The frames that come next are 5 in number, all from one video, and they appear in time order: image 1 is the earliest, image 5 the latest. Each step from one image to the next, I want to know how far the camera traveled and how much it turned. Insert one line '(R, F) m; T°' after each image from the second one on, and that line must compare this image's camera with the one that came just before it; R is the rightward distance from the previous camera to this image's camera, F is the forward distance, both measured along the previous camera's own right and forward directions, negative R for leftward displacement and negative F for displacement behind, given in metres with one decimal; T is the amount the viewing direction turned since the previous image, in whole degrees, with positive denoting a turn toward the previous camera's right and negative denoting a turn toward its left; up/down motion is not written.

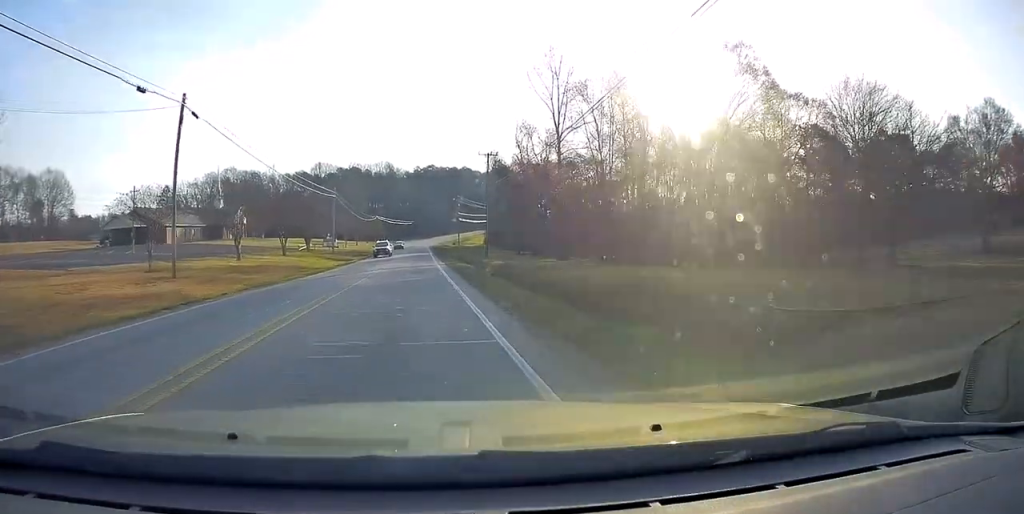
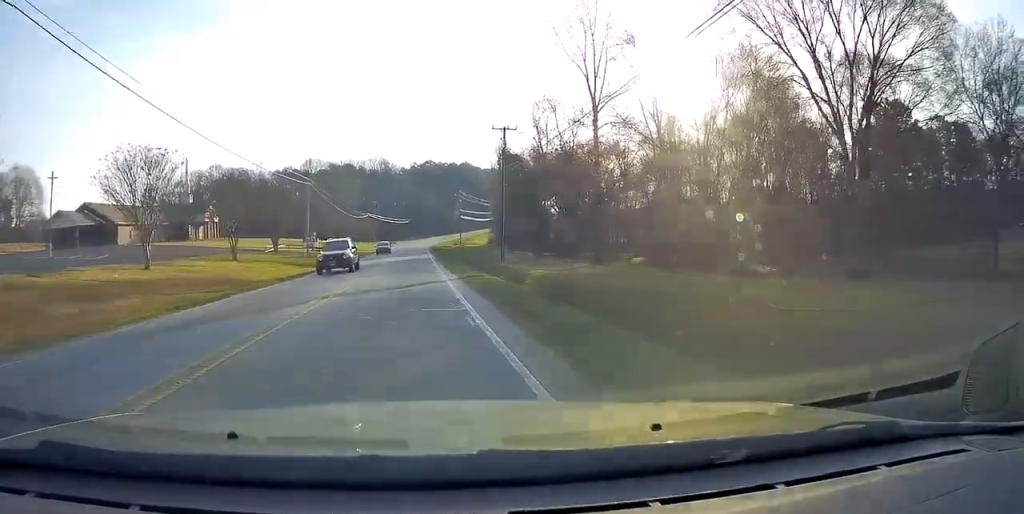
(+0.5, +16.7) m; 0°
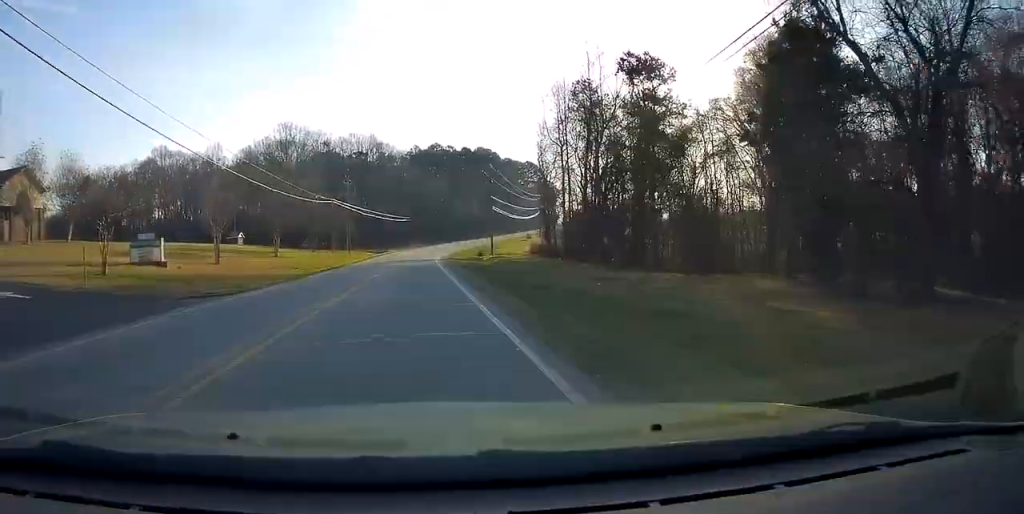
(-0.9, +59.5) m; -1°
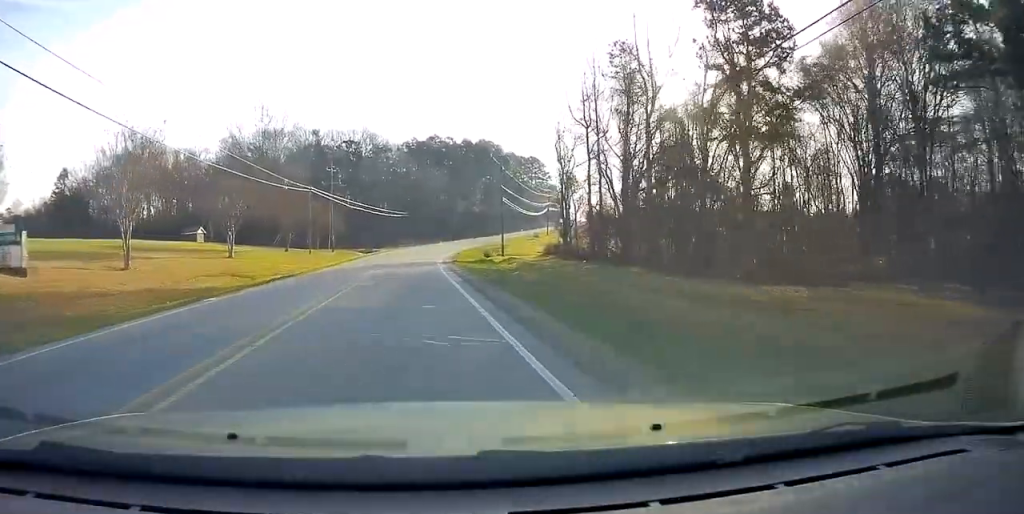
(0.0, +14.4) m; 0°
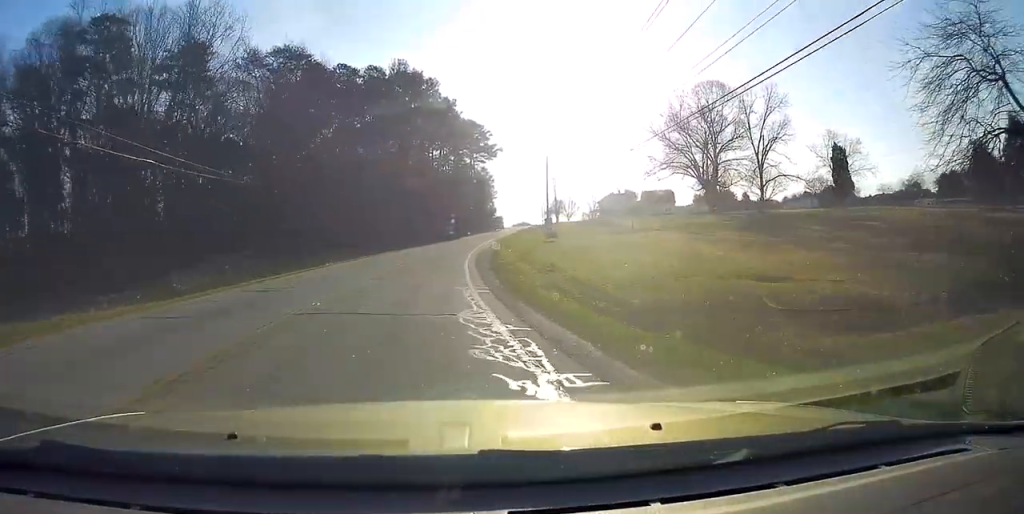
(+5.4, +82.9) m; +9°
